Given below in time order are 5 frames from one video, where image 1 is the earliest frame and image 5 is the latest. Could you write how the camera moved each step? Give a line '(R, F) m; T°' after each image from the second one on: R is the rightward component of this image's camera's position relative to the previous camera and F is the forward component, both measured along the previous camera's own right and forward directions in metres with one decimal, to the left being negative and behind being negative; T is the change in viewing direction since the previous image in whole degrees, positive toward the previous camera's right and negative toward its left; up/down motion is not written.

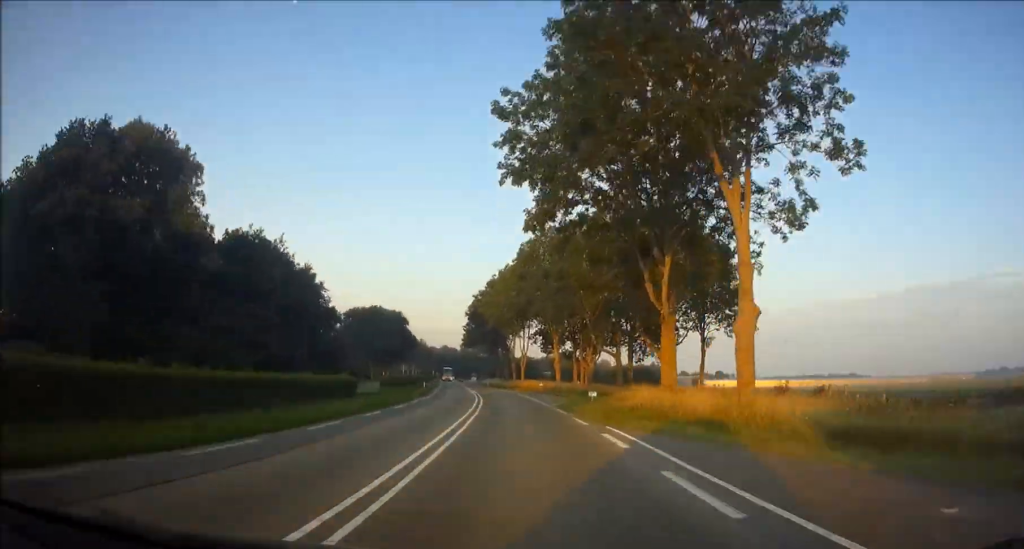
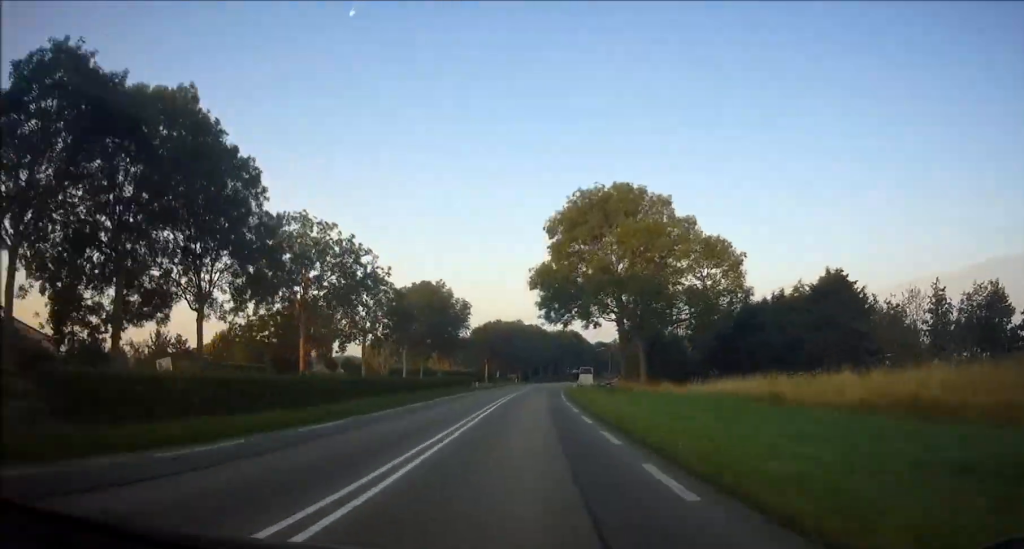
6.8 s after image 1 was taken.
(-11.7, +161.9) m; -5°
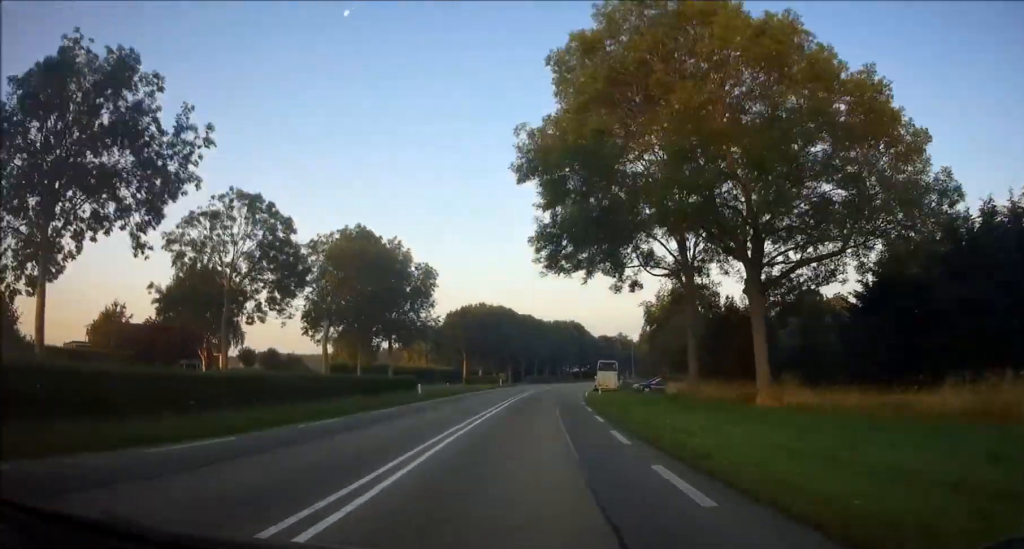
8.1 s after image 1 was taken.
(-0.3, +30.2) m; +1°
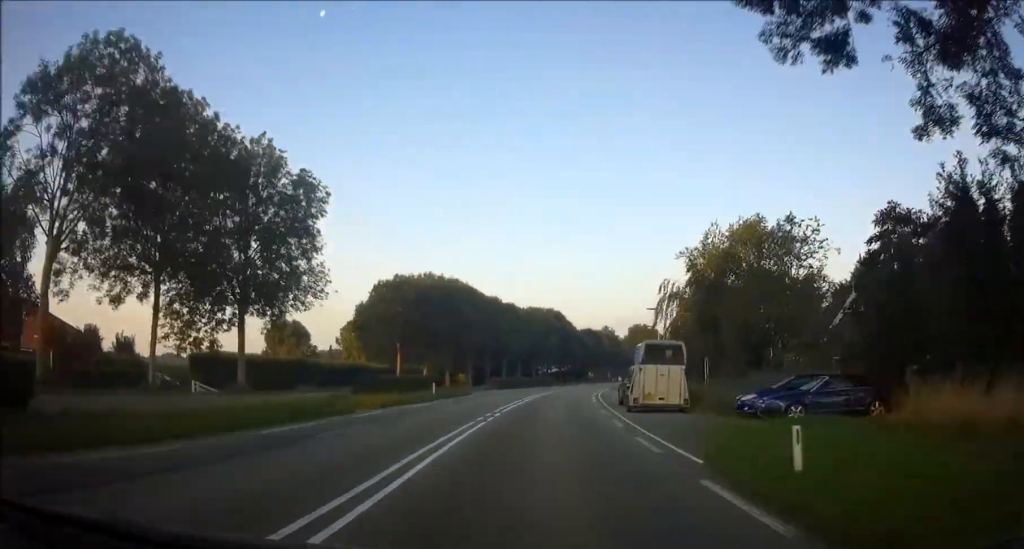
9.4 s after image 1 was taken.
(+0.6, +31.7) m; +3°
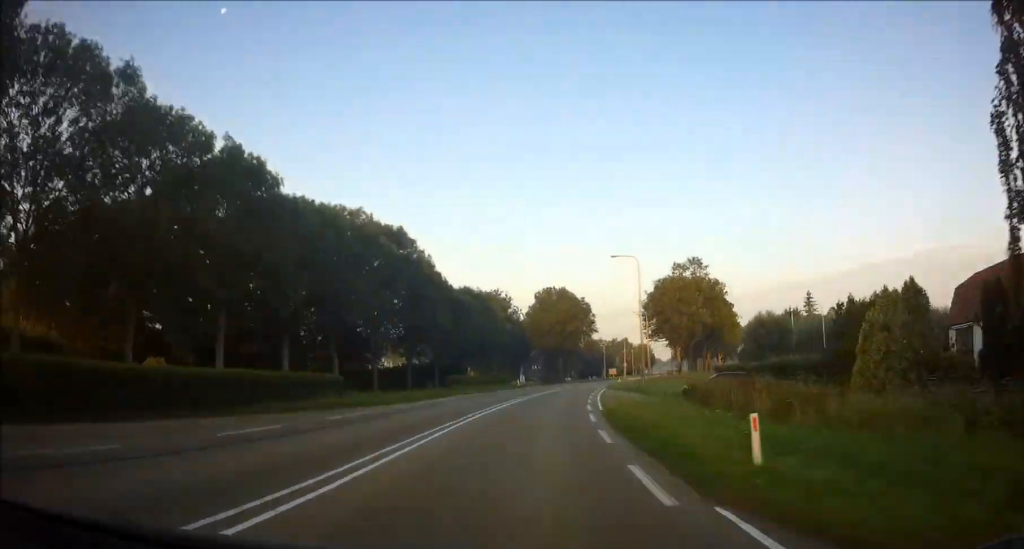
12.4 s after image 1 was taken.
(+4.5, +71.0) m; +10°
